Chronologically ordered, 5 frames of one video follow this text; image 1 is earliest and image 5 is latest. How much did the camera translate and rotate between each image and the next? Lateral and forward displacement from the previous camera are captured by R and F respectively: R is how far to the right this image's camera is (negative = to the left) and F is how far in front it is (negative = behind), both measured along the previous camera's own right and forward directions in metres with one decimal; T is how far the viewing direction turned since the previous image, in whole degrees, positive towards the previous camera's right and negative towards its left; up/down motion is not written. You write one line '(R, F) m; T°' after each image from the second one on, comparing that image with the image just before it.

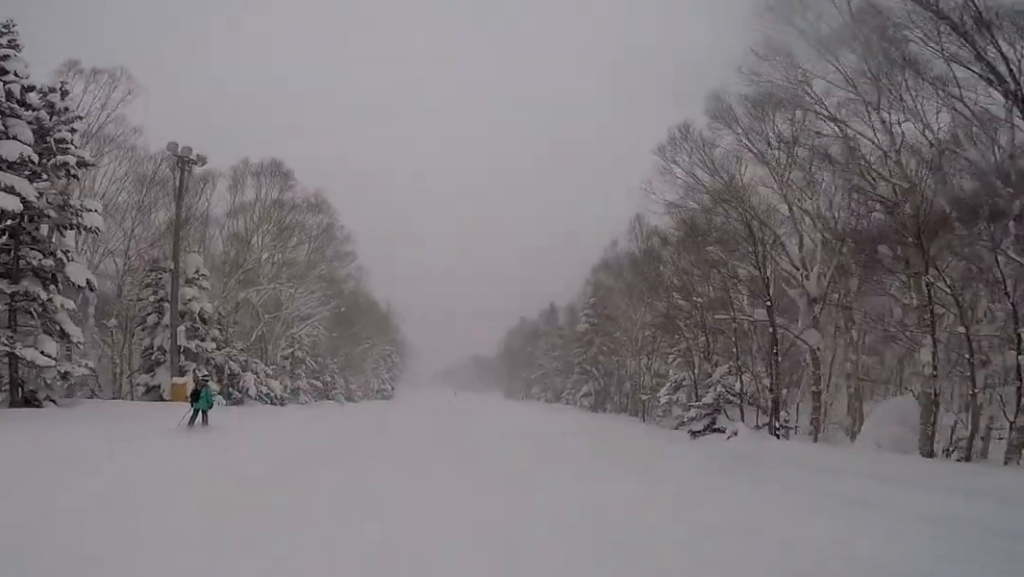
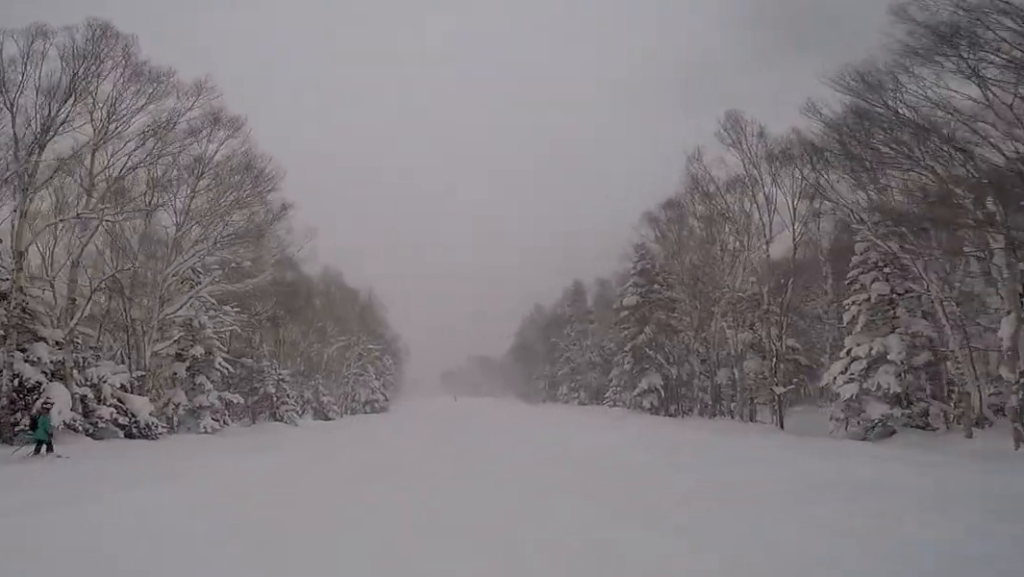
(-0.9, +14.7) m; 0°
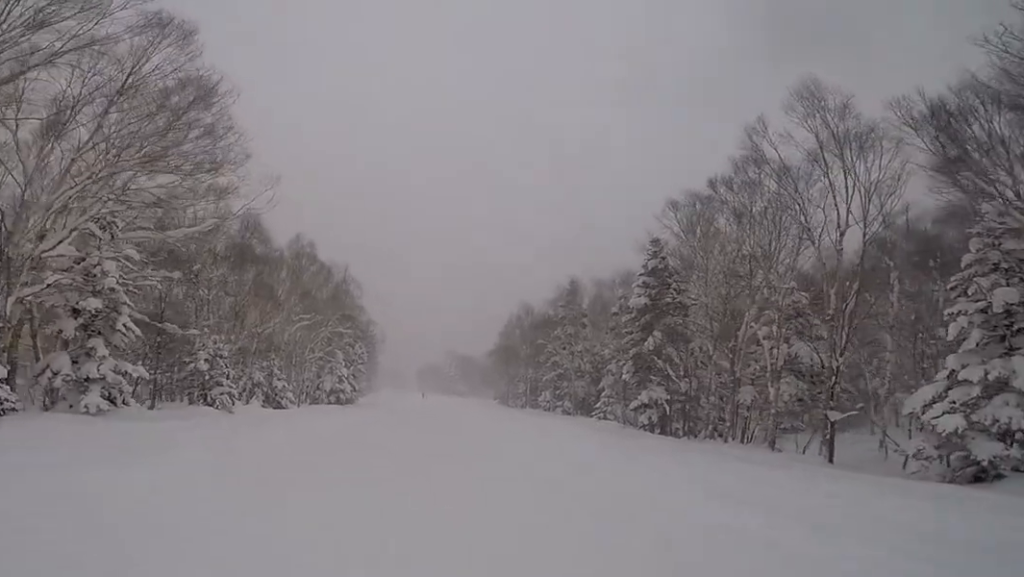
(+0.6, +5.4) m; +4°
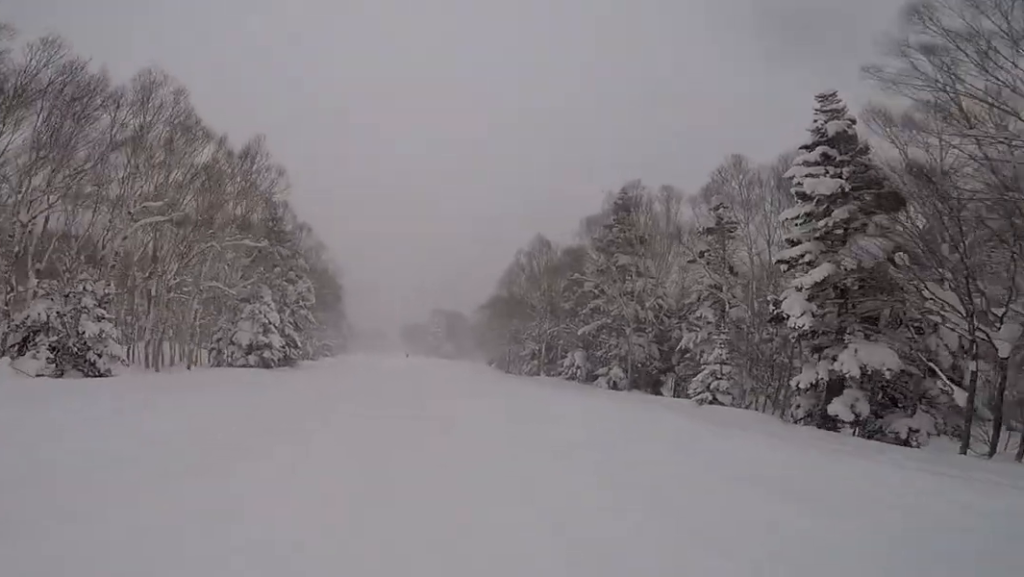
(-0.3, +18.6) m; -4°
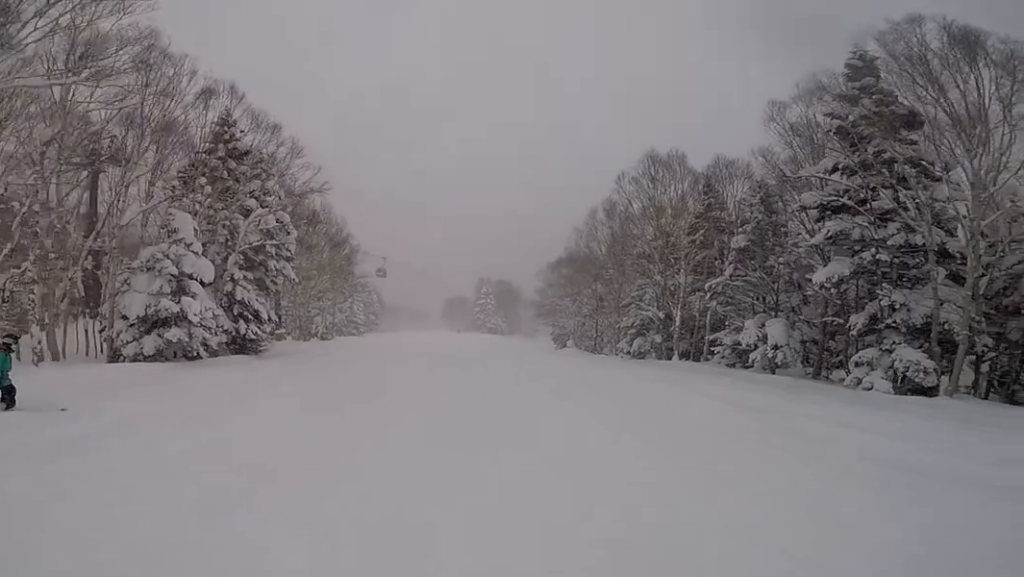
(-0.6, +17.3) m; -1°
